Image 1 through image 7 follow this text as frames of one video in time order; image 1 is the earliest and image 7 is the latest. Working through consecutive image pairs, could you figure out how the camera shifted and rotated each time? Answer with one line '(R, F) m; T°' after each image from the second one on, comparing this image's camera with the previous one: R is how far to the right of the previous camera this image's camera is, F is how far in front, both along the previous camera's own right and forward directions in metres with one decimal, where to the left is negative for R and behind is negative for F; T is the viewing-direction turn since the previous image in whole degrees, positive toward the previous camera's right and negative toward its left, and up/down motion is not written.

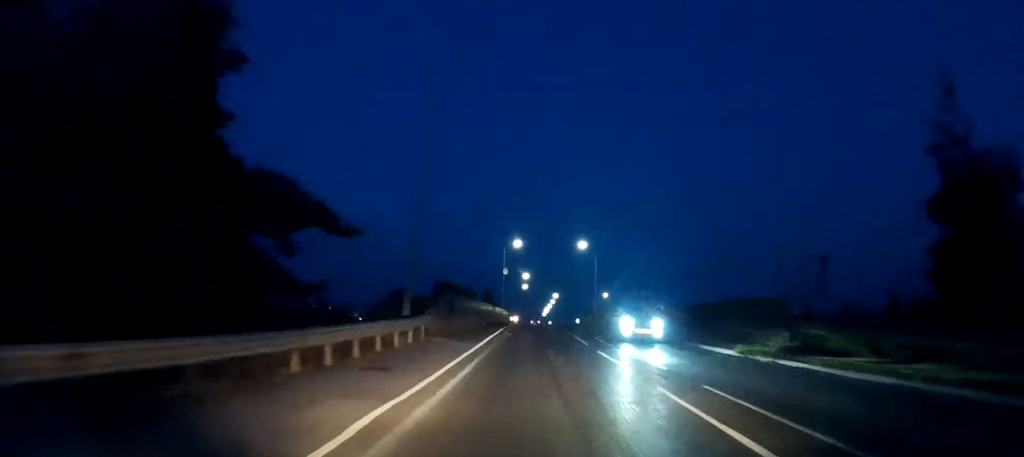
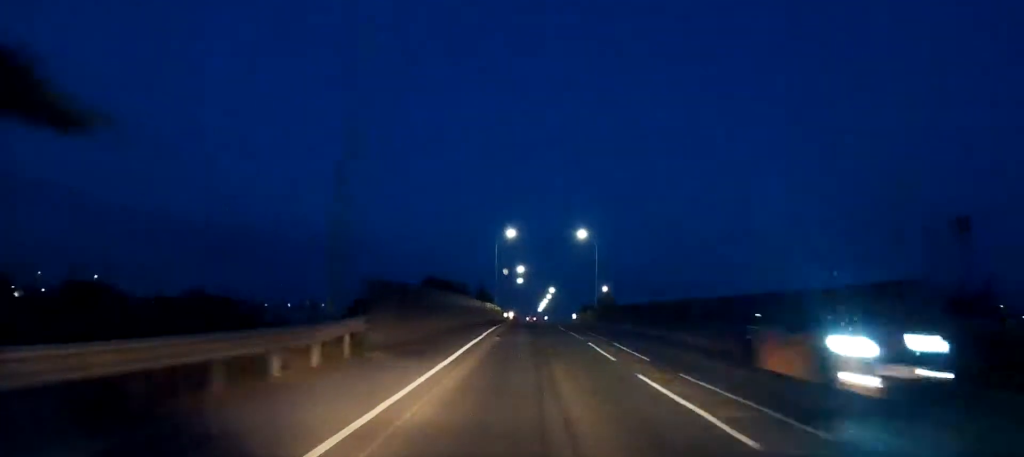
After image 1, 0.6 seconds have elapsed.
(0.0, +7.6) m; 0°
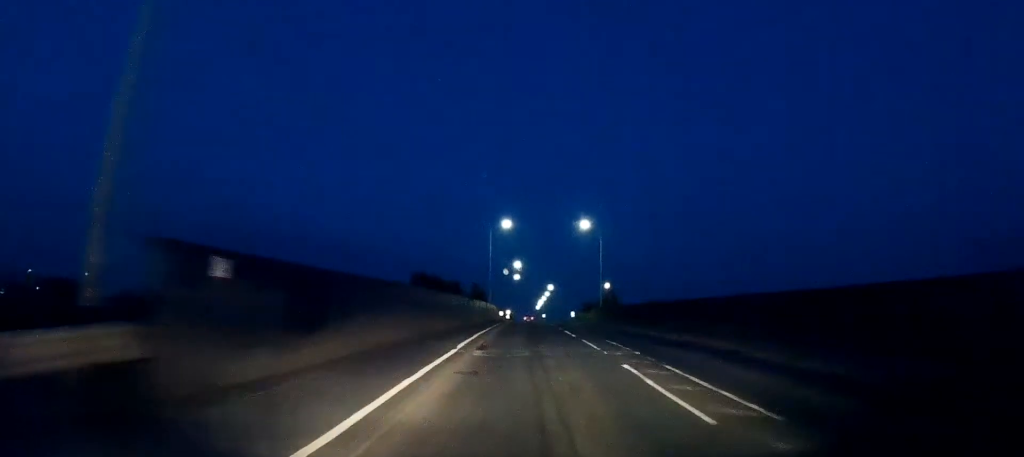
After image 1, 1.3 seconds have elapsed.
(0.0, +7.6) m; 0°
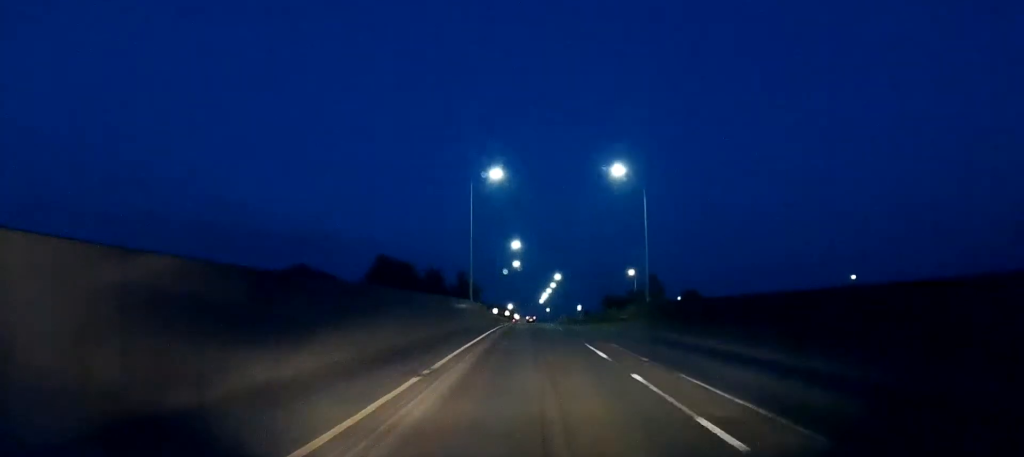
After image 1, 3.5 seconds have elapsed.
(+0.1, +26.9) m; +2°
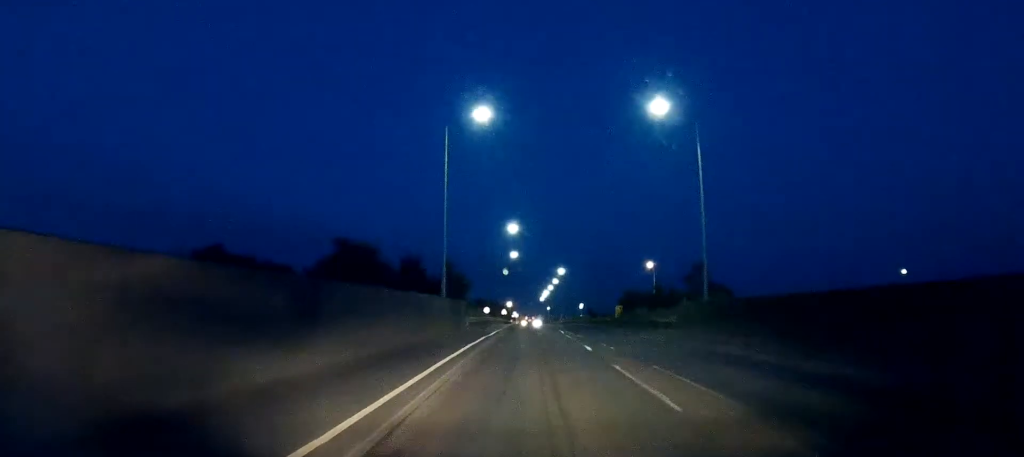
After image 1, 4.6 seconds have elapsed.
(+0.4, +15.4) m; +1°
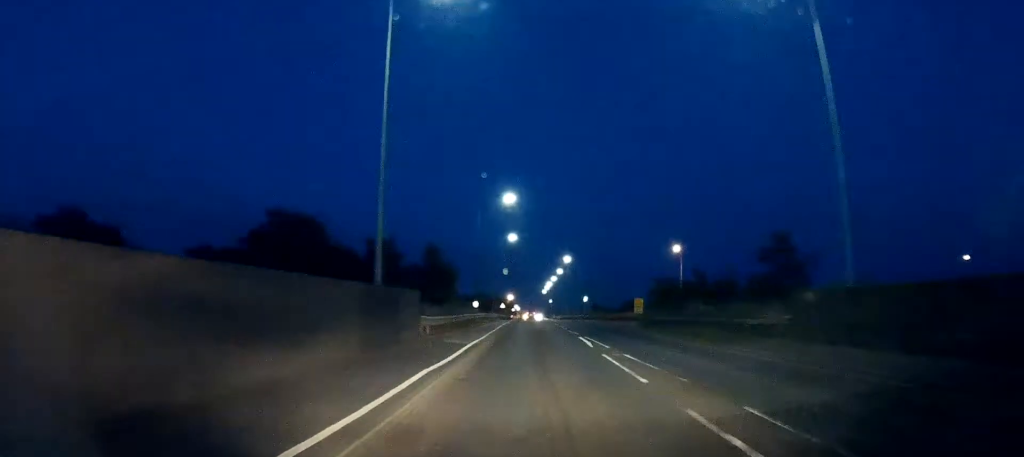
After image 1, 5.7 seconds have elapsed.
(-0.1, +14.7) m; -1°
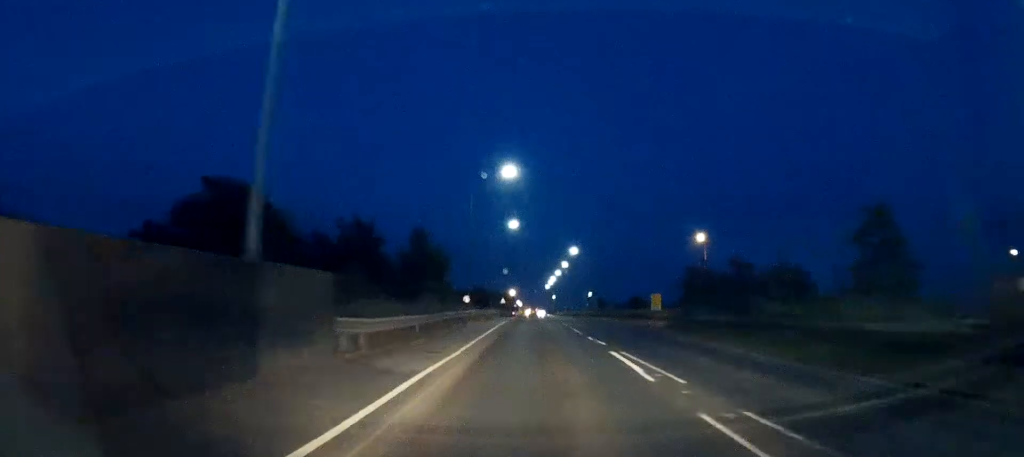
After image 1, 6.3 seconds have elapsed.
(-0.2, +8.9) m; 0°
